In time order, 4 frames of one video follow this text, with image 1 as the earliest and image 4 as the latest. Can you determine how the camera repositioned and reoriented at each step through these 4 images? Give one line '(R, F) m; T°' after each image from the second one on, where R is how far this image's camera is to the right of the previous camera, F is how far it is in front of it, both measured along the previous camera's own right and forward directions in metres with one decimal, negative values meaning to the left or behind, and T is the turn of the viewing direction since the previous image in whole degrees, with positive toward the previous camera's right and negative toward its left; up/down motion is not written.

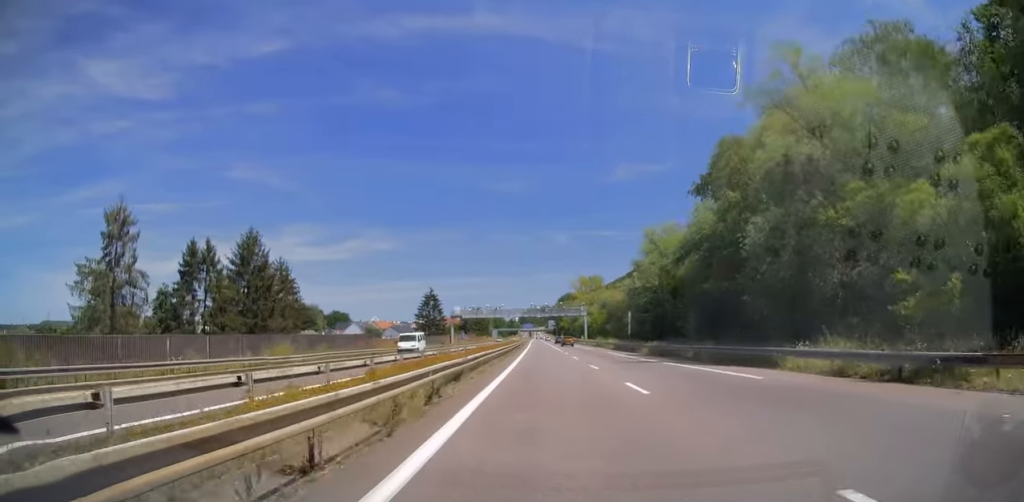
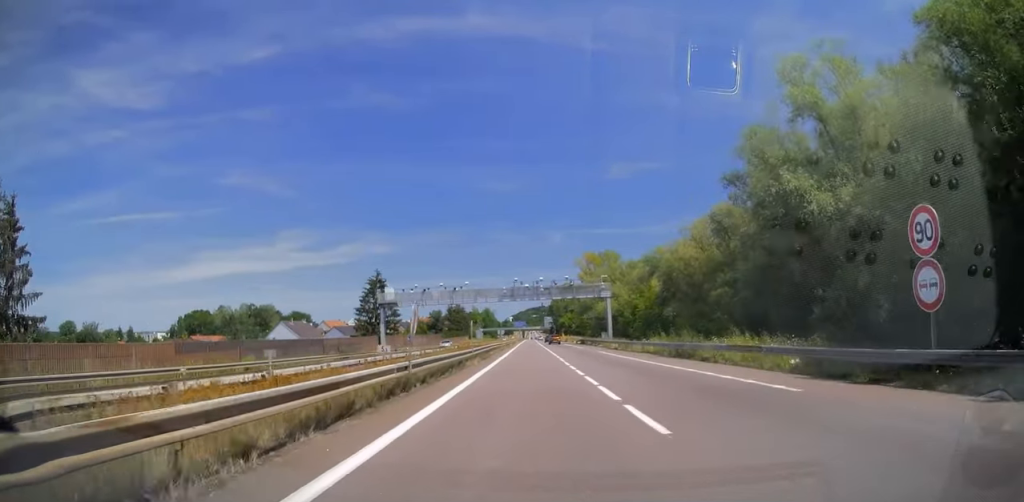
(-0.6, +53.0) m; 0°
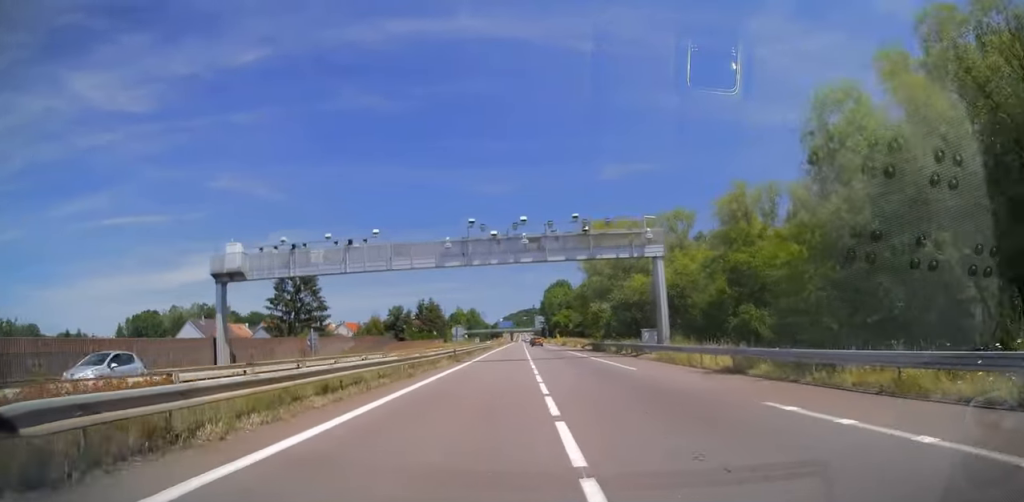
(0.0, +37.9) m; 0°
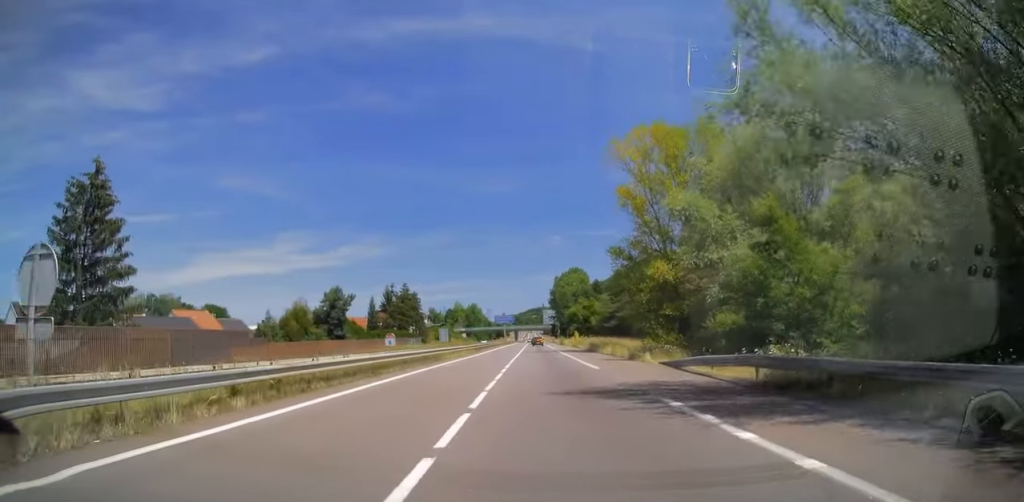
(+0.4, +47.2) m; 0°
